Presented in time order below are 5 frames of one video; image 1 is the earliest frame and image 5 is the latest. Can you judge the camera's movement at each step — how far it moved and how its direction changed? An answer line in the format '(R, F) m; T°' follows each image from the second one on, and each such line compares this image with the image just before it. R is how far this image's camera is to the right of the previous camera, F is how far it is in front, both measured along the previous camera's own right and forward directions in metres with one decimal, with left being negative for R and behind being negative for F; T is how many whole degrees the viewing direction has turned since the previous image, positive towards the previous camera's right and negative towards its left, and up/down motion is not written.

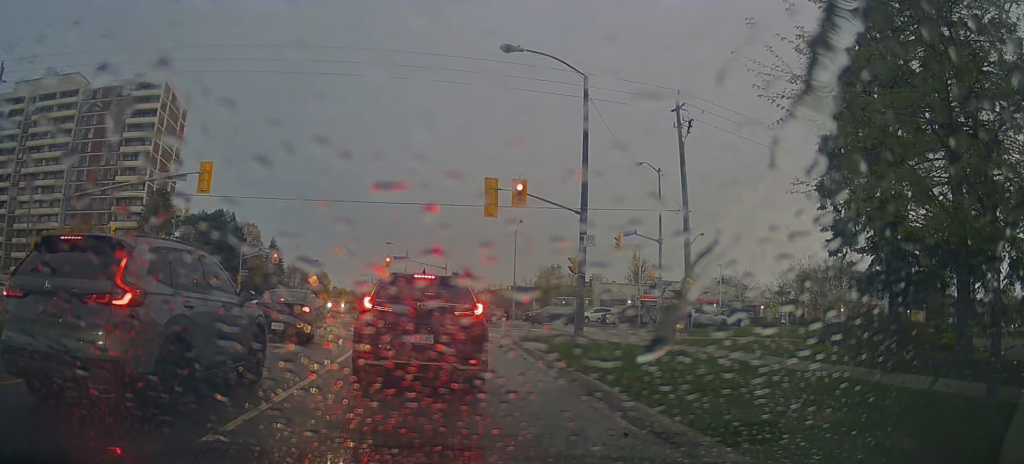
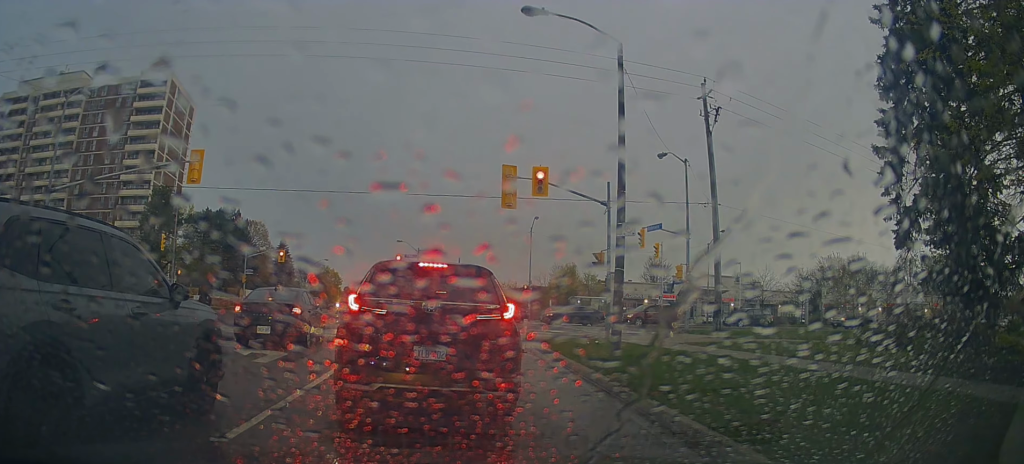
(+0.2, +1.9) m; 0°
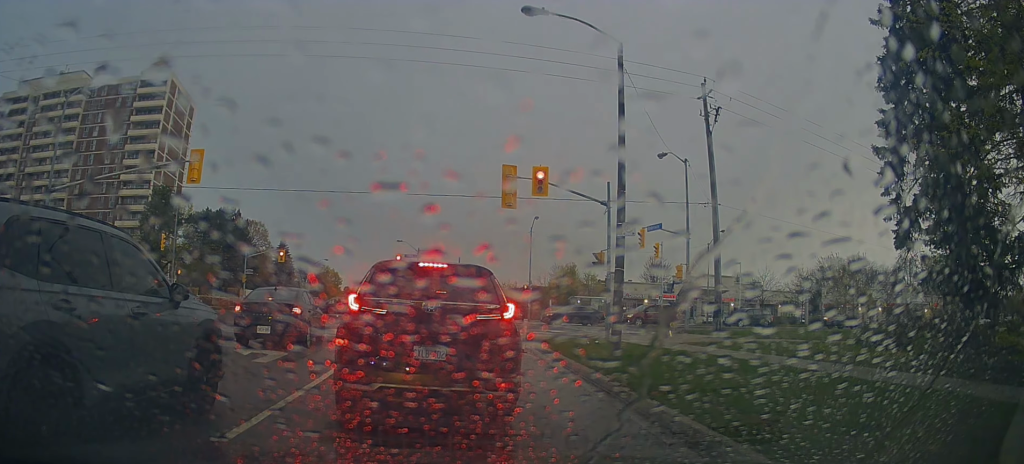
(0.0, 0.0) m; 0°
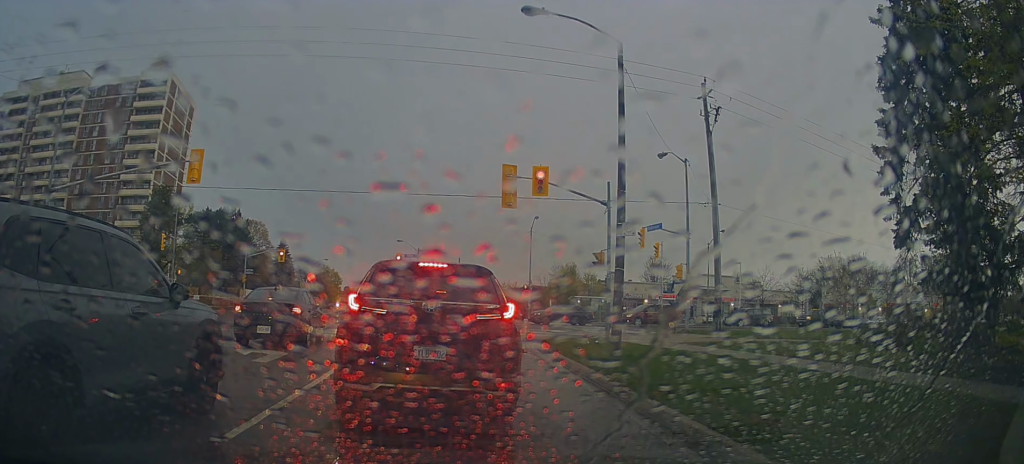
(0.0, 0.0) m; 0°
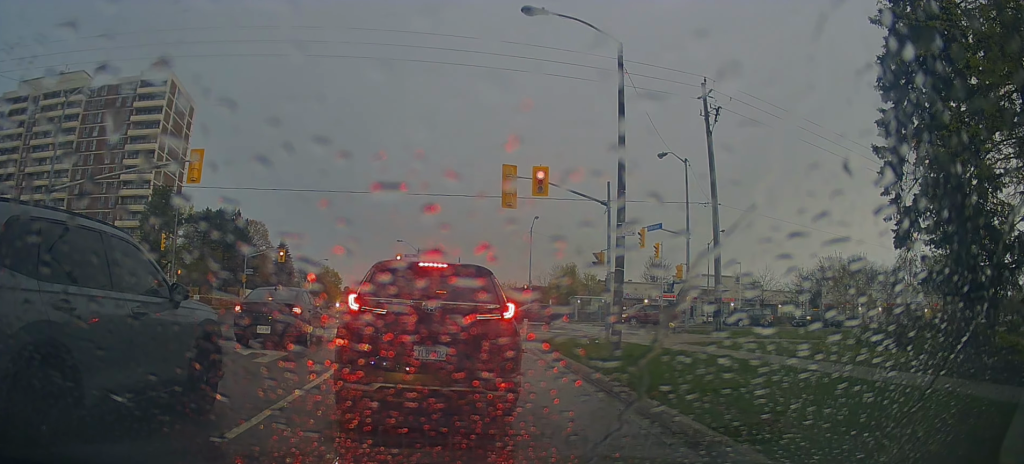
(0.0, 0.0) m; 0°
